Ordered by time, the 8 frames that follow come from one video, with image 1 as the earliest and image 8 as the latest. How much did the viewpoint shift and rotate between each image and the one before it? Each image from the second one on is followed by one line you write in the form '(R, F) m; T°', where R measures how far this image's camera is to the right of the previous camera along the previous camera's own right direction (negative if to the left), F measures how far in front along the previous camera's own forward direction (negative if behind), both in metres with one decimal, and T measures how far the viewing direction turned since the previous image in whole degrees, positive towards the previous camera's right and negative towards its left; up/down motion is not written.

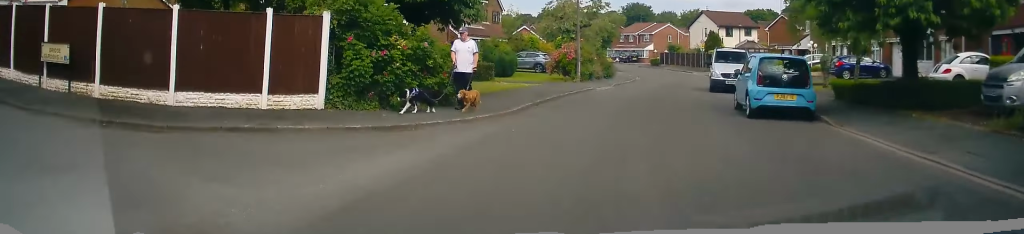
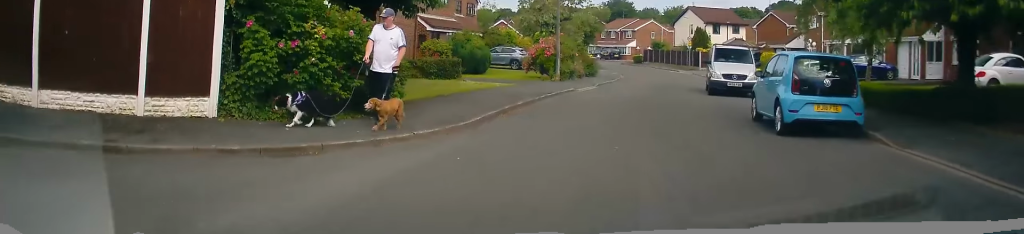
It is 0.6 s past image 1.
(+0.3, +3.2) m; +3°
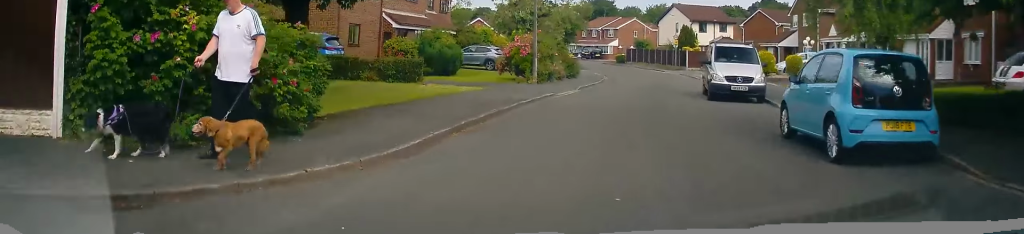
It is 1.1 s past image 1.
(+0.1, +2.9) m; +2°
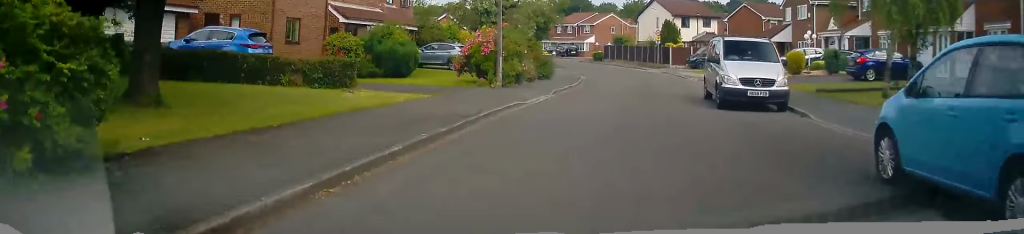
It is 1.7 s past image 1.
(0.0, +4.0) m; -1°
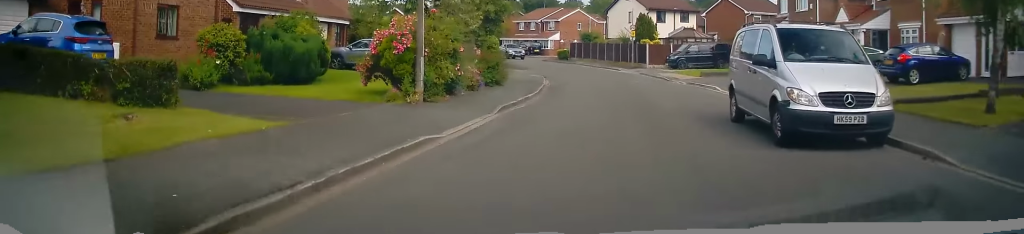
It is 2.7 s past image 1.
(-0.1, +6.2) m; +2°
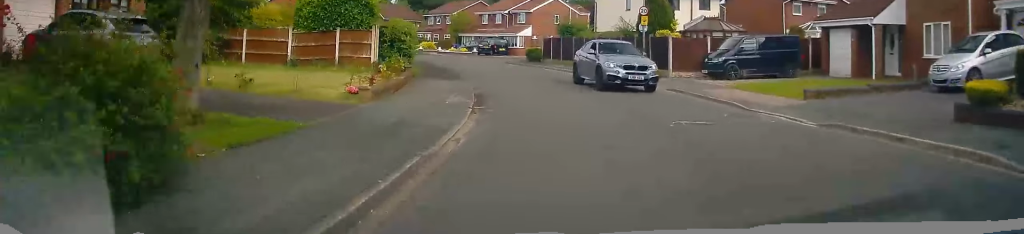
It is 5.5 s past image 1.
(+1.1, +17.5) m; +2°
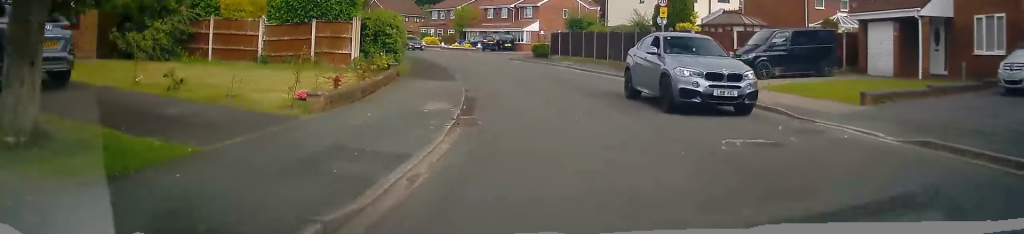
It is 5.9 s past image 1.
(0.0, +3.0) m; -1°
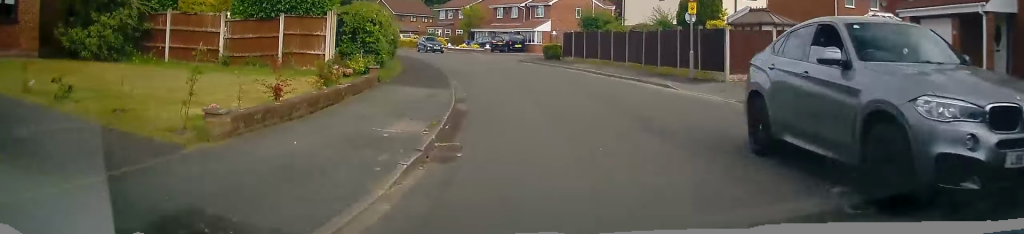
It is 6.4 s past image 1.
(-0.1, +3.2) m; 0°
